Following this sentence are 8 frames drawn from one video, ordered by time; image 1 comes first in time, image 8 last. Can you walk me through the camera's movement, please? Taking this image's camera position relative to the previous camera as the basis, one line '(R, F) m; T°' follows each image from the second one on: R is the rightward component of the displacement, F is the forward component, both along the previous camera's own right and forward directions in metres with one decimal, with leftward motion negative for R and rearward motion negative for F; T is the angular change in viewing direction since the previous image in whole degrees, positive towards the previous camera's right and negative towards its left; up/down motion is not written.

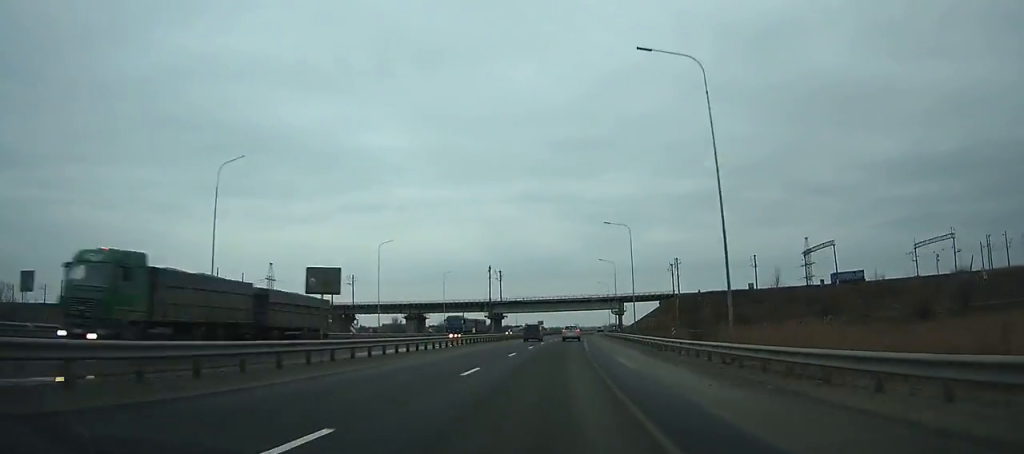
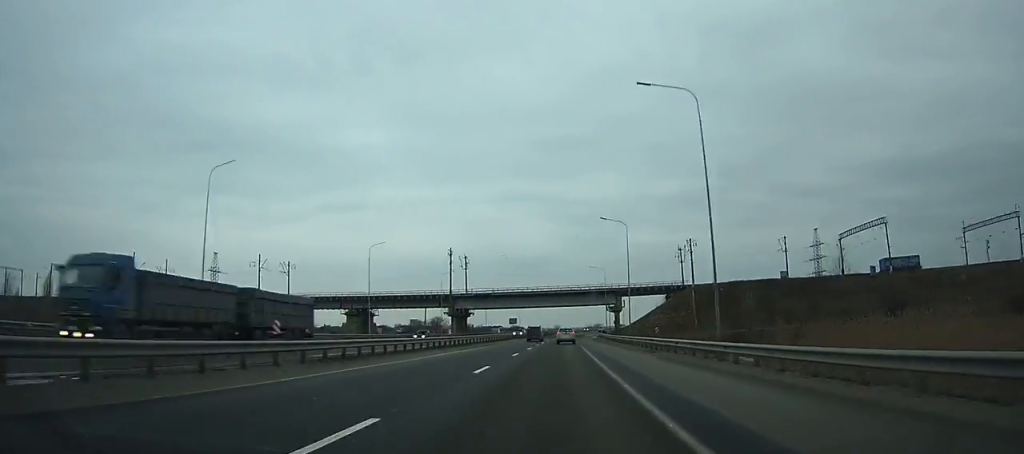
(+0.3, +33.1) m; +1°
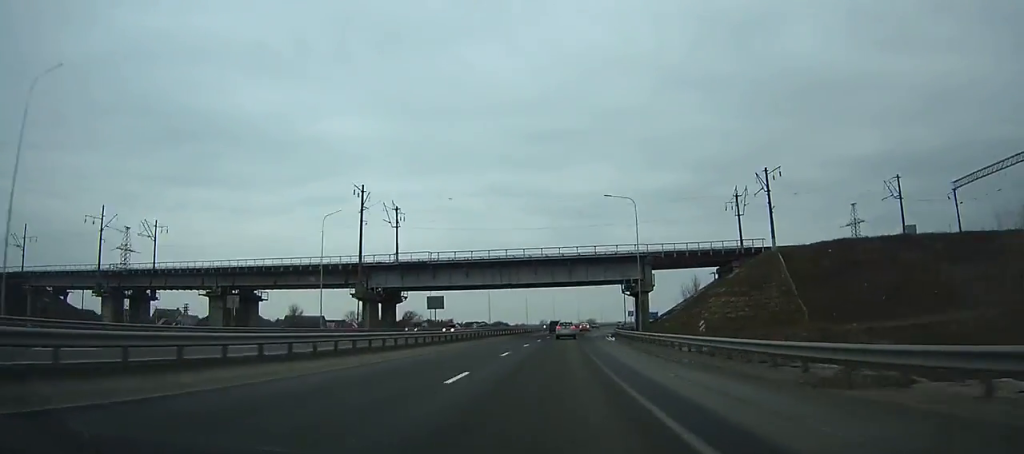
(+1.0, +51.2) m; +3°
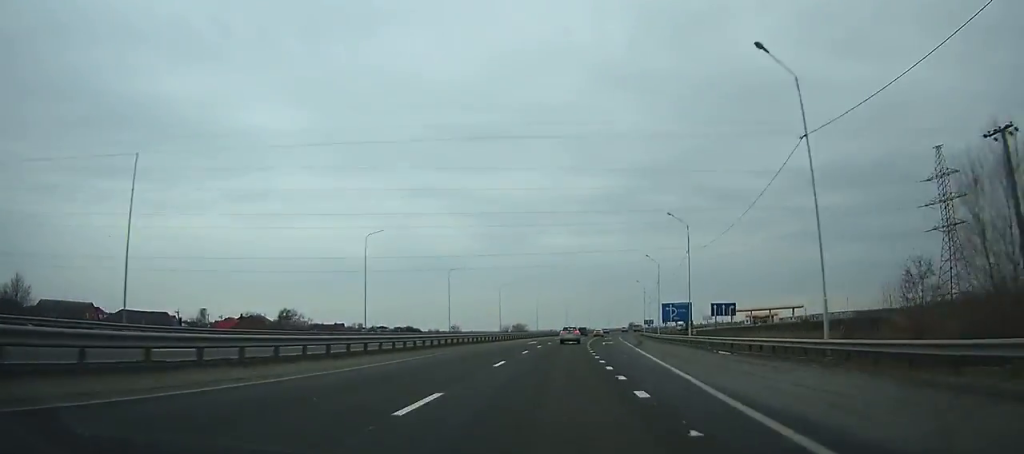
(+5.1, +99.9) m; +8°
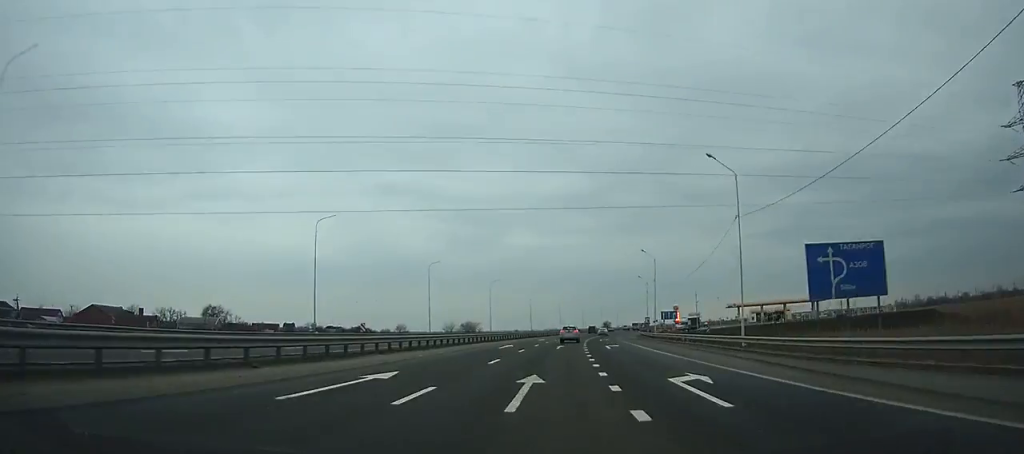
(+2.3, +47.0) m; +4°
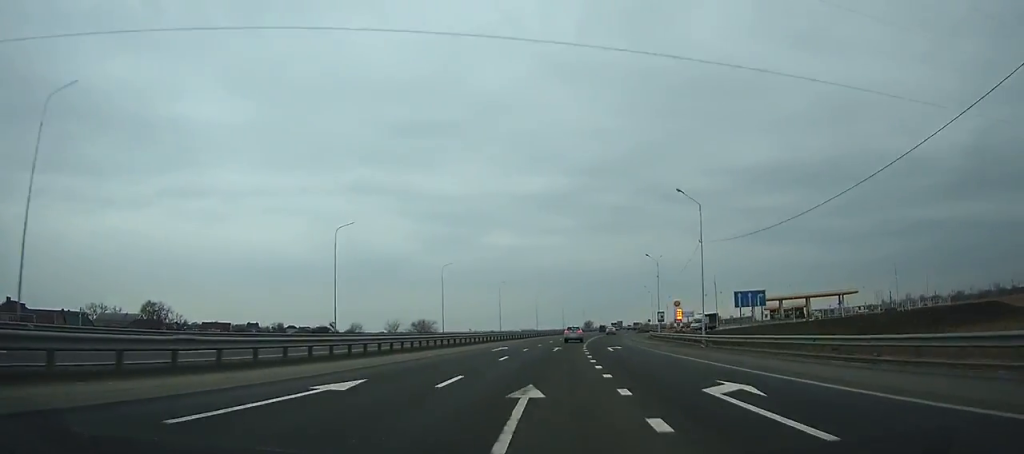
(+0.6, +33.7) m; +3°
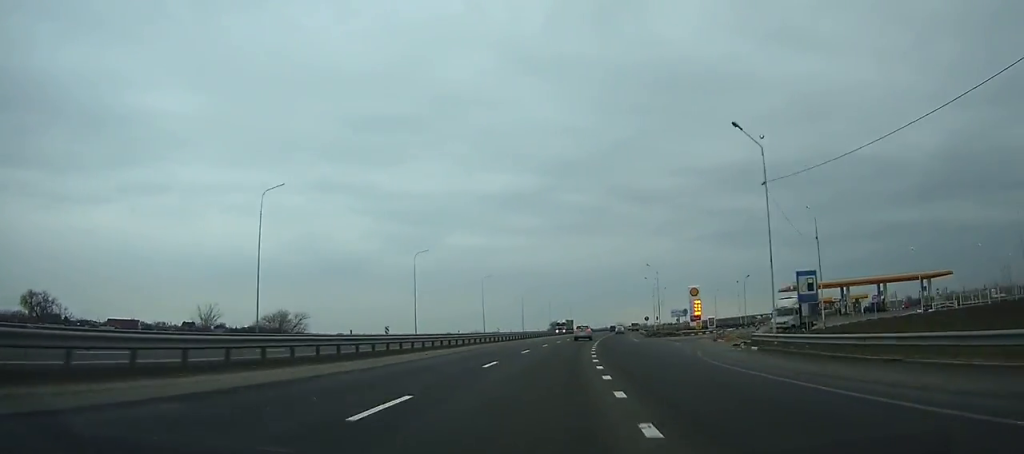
(+1.6, +54.1) m; +4°
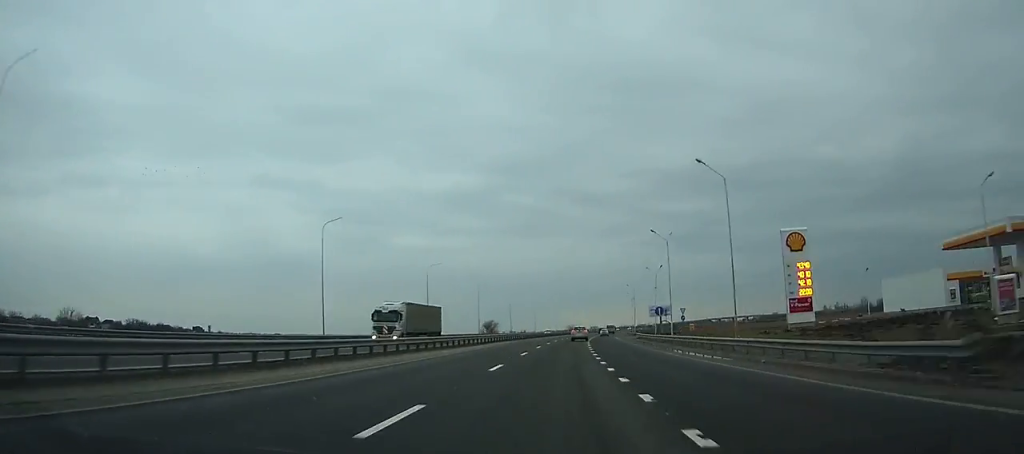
(+2.8, +61.9) m; +4°
